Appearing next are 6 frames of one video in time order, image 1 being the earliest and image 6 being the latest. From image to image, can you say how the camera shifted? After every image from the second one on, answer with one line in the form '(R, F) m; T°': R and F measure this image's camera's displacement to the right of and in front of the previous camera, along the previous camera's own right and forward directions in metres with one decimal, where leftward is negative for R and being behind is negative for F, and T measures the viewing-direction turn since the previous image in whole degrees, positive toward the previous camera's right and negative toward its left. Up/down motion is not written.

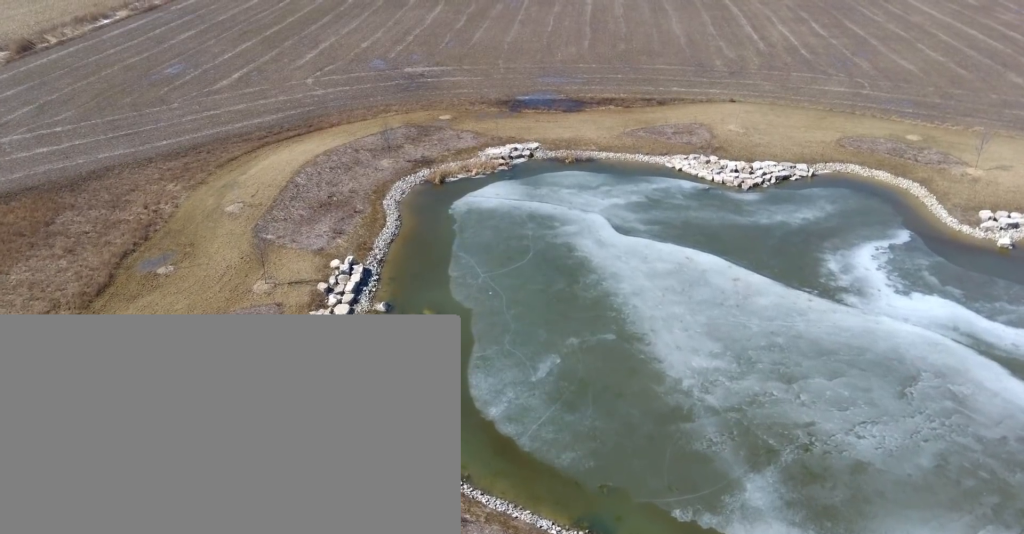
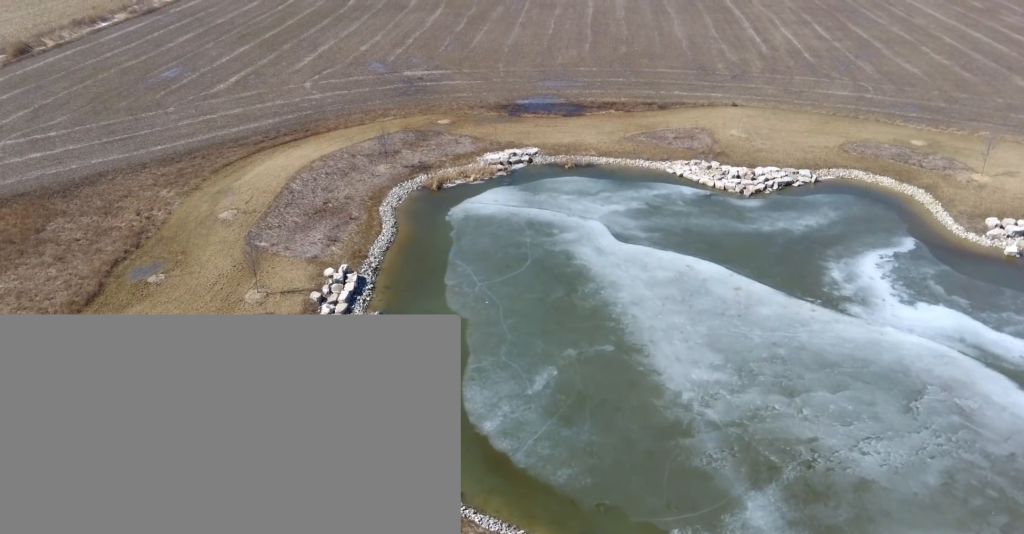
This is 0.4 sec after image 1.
(+0.1, +1.2) m; +3°
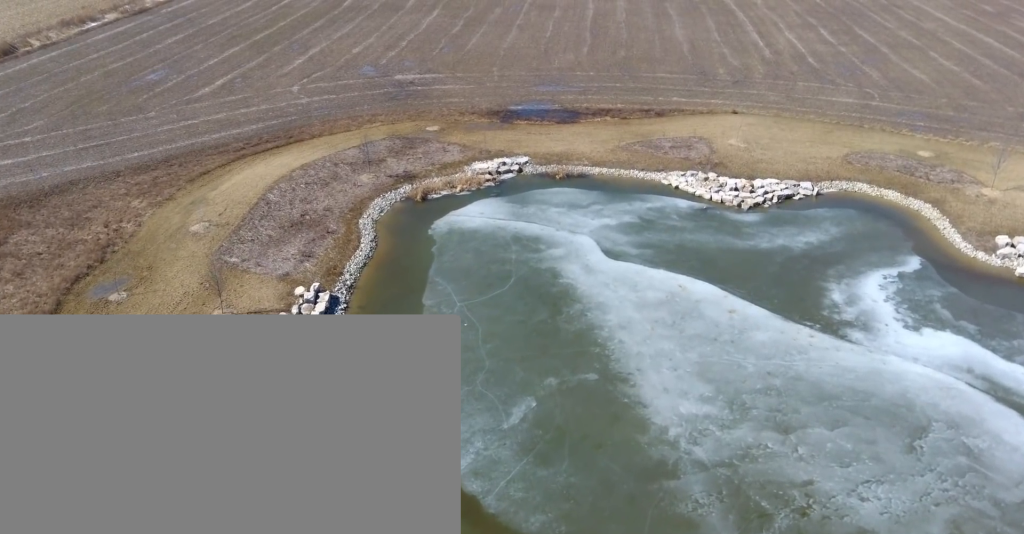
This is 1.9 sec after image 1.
(+0.1, +4.1) m; -1°
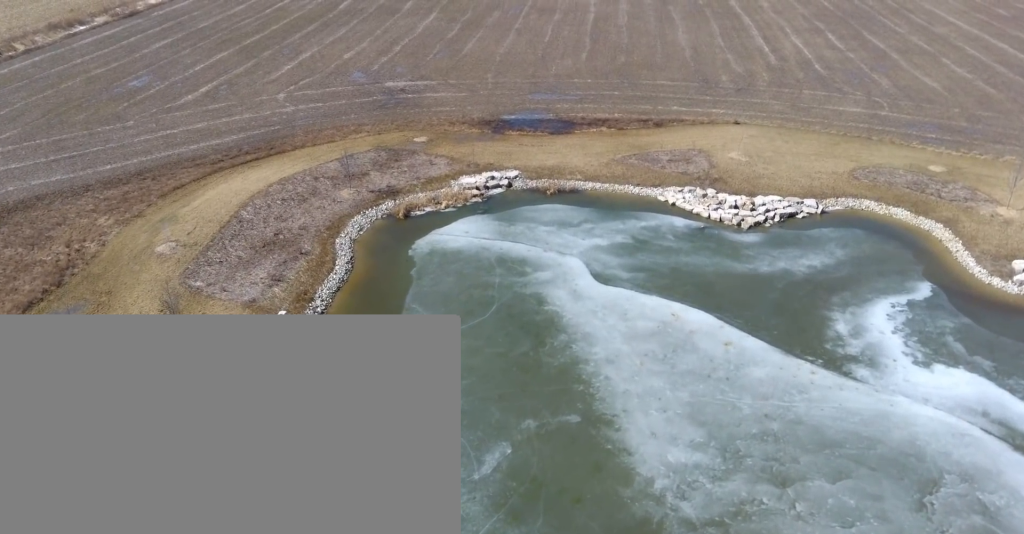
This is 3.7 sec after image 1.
(-0.2, +4.6) m; -2°
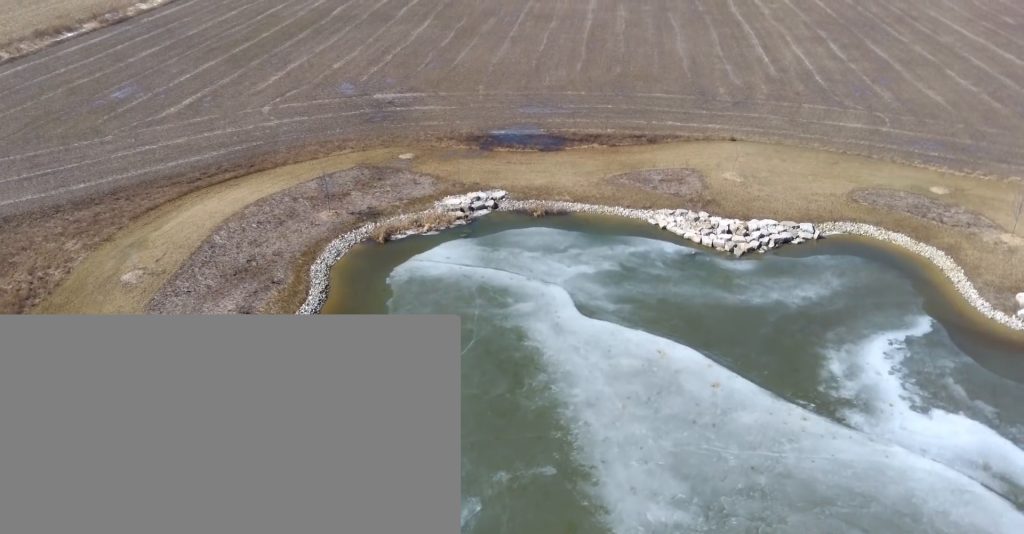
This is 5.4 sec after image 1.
(+0.2, +3.6) m; +7°
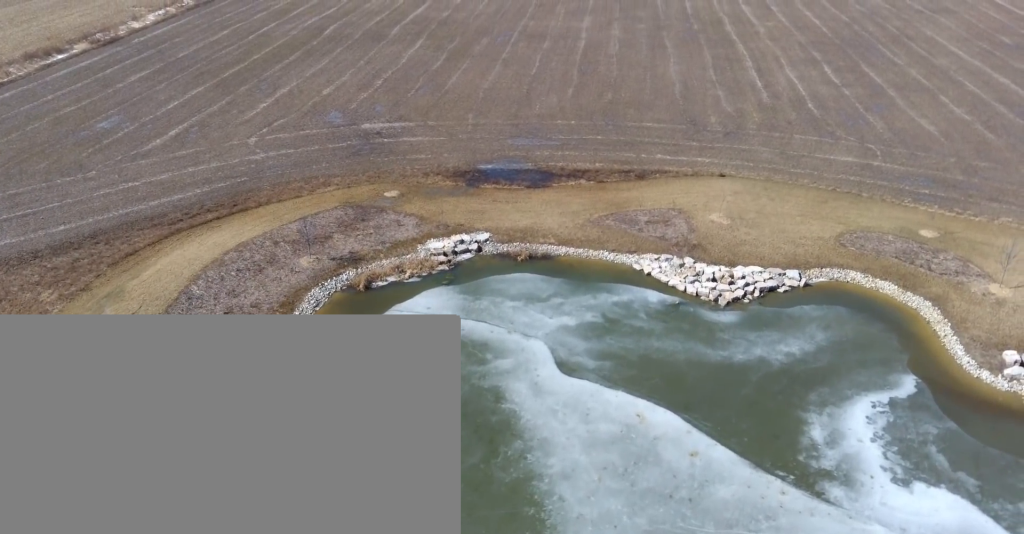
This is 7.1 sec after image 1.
(0.0, +3.1) m; -3°
